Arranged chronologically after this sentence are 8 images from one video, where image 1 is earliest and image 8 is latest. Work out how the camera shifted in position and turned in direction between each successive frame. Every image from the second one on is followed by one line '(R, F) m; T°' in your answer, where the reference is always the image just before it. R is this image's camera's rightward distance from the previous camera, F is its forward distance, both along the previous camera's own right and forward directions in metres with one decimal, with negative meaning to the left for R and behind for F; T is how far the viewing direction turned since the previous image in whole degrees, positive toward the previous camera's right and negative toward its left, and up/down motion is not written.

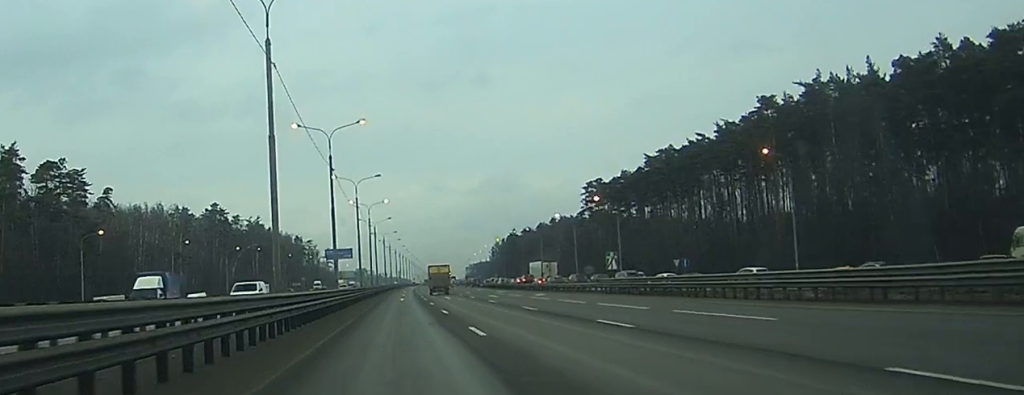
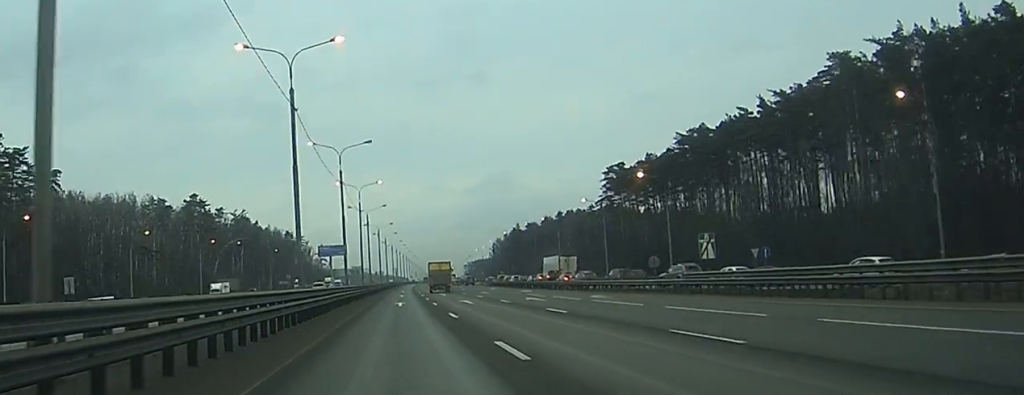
(-0.1, +23.2) m; 0°
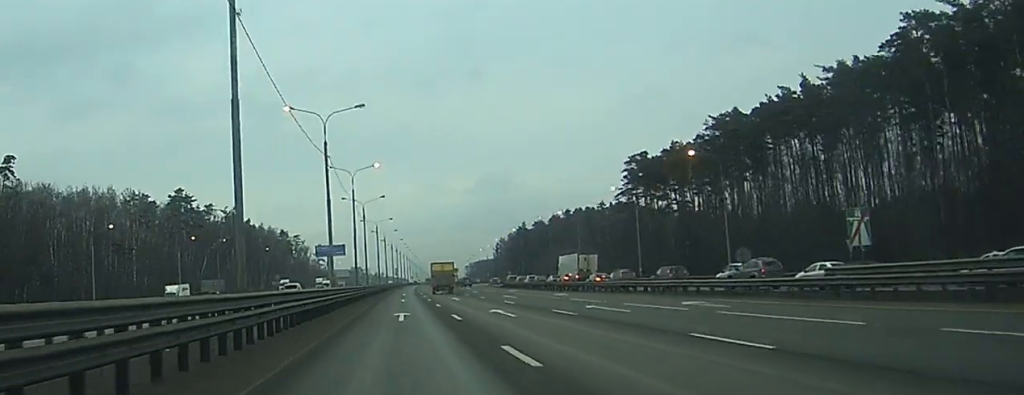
(0.0, +17.0) m; +1°
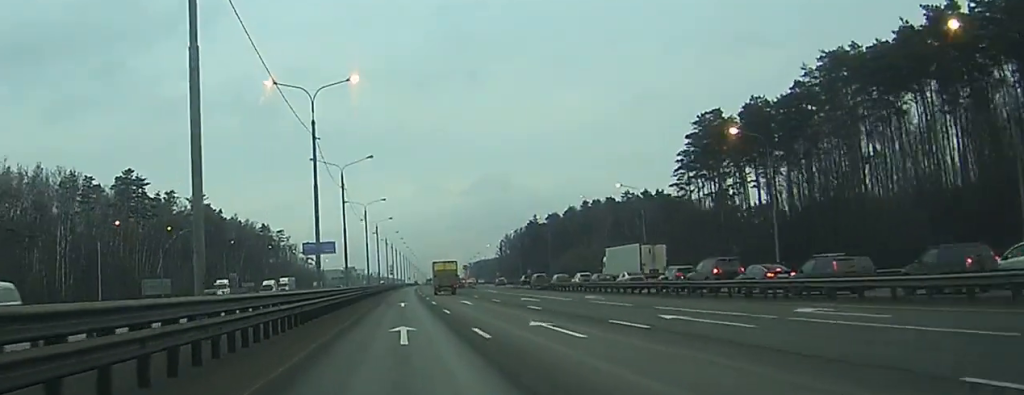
(+1.2, +40.8) m; +2°
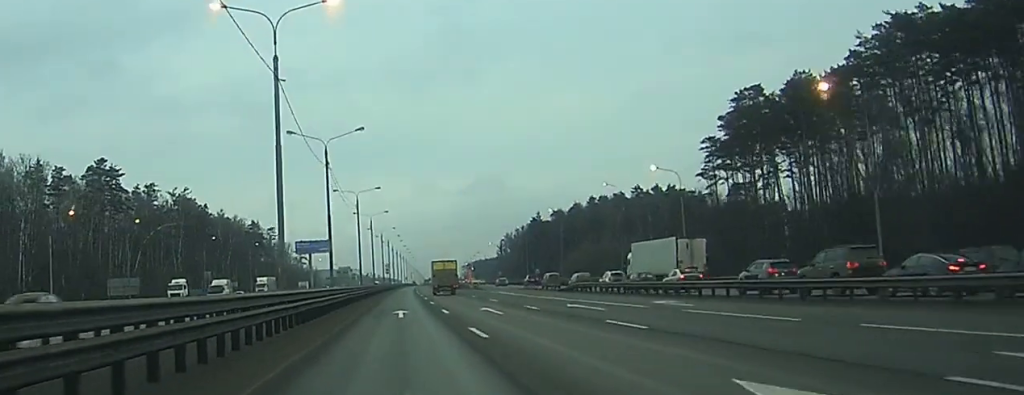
(-0.3, +15.7) m; 0°
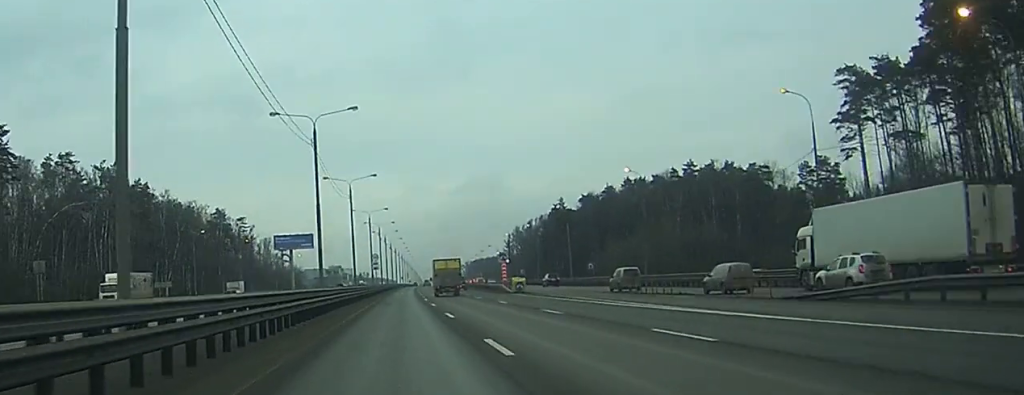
(-0.3, +52.6) m; 0°
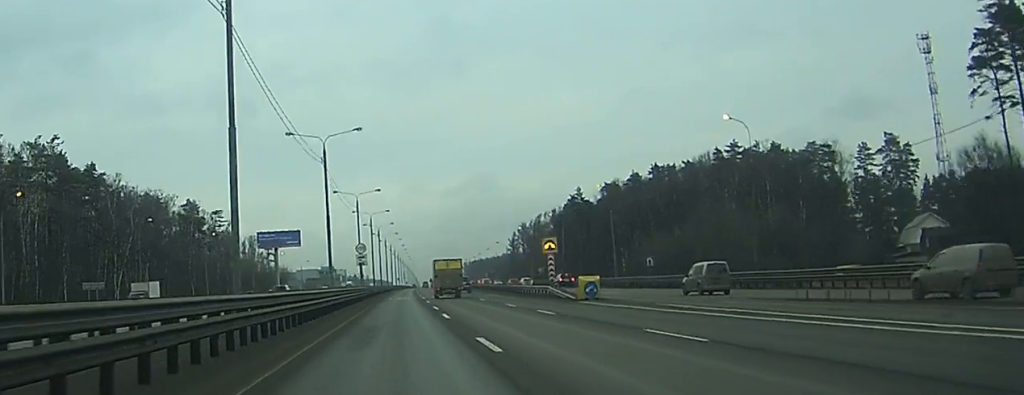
(0.0, +30.9) m; 0°
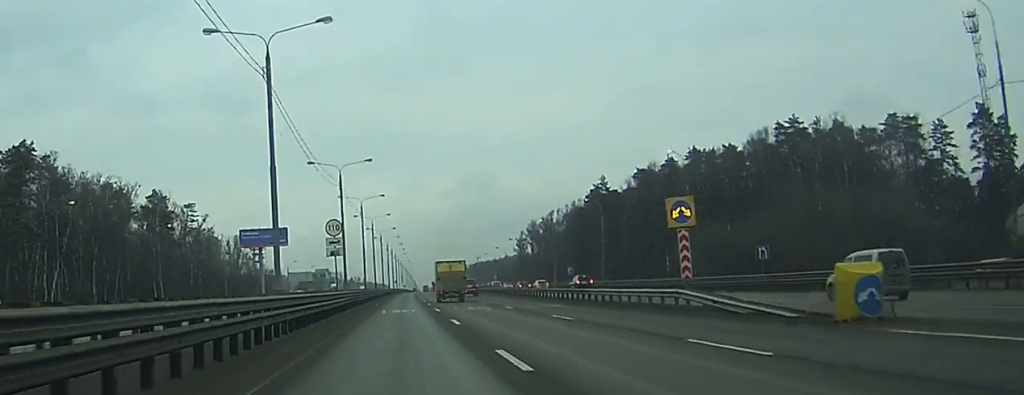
(0.0, +30.0) m; 0°
